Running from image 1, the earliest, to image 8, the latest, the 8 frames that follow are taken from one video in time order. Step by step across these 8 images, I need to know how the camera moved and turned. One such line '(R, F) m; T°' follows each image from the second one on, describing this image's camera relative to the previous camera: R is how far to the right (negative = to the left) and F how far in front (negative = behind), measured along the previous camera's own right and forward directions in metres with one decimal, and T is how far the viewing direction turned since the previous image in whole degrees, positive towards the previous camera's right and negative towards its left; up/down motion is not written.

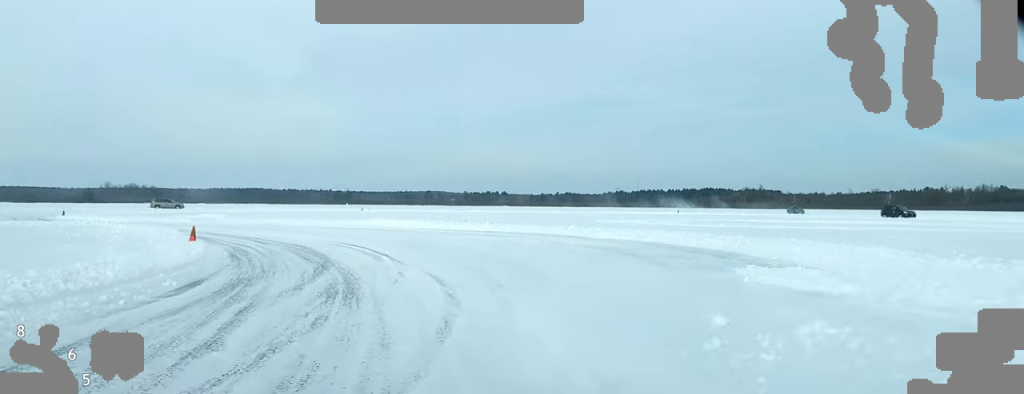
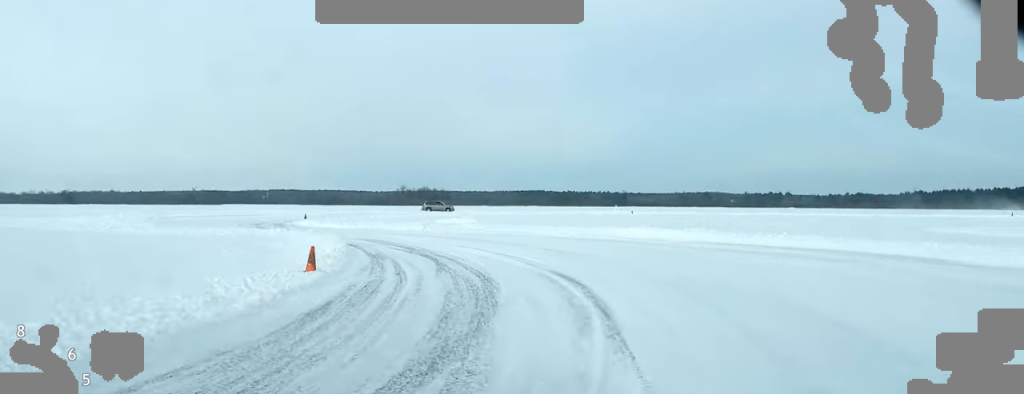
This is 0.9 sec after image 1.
(-0.7, +12.6) m; -9°
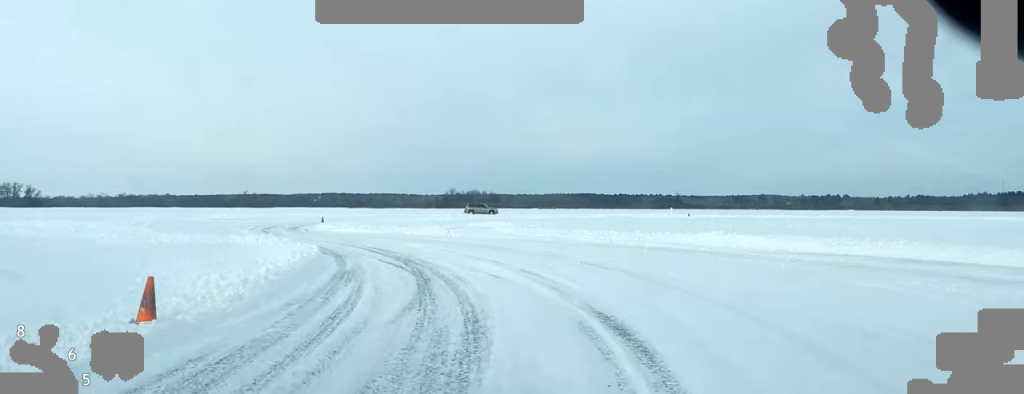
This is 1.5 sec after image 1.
(-0.4, +8.3) m; -7°
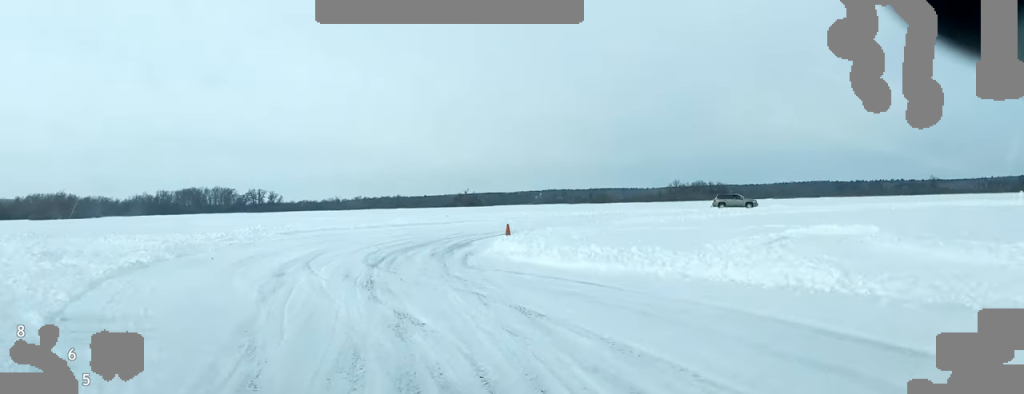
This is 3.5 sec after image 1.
(-4.8, +27.5) m; -15°
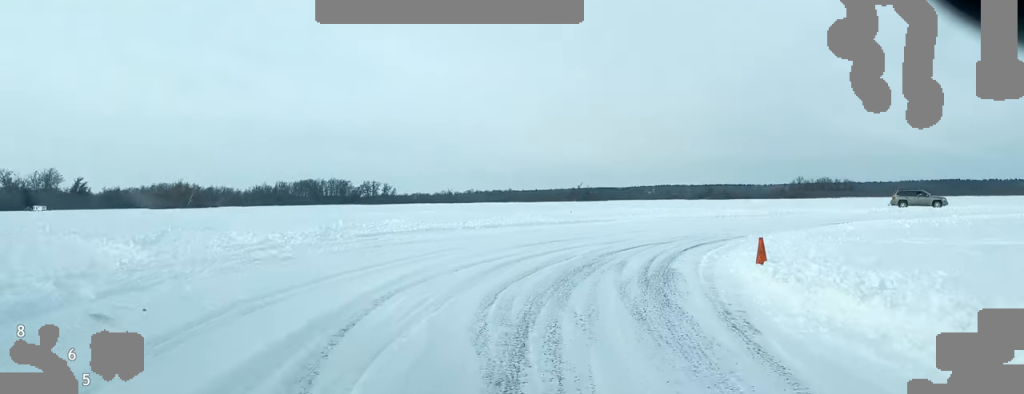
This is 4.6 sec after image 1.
(-0.3, +14.9) m; +2°
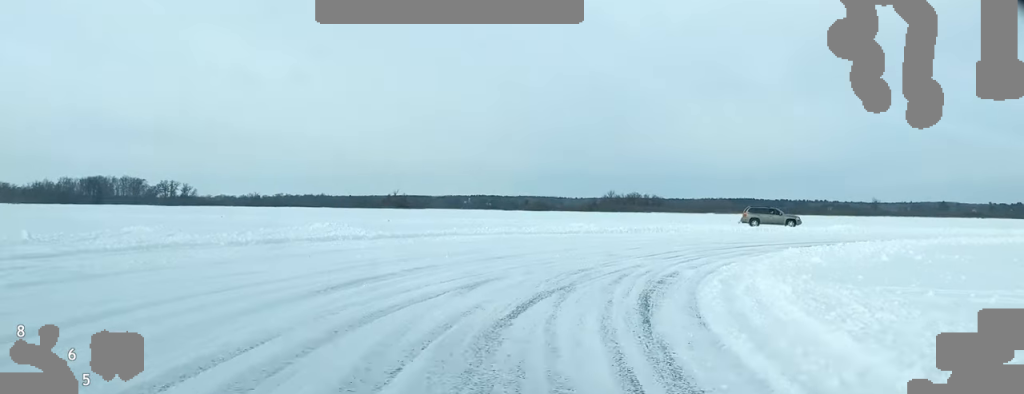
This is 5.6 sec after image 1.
(+0.9, +13.9) m; +9°
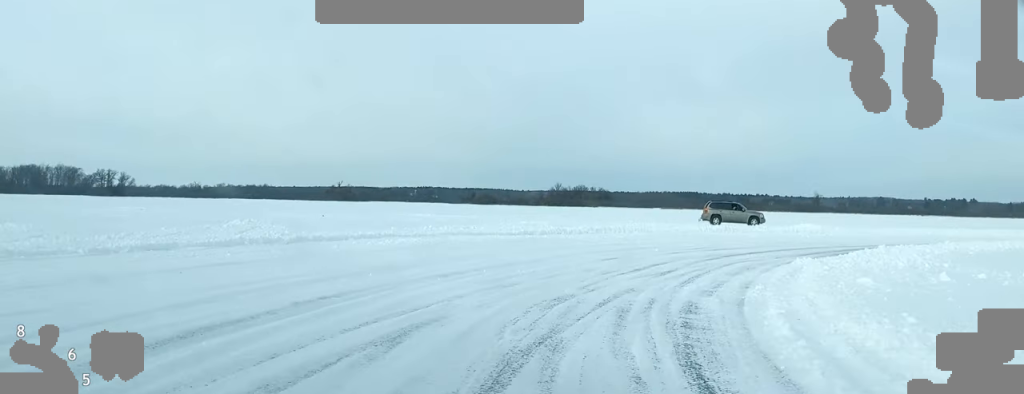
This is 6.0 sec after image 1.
(+0.6, +6.2) m; +5°
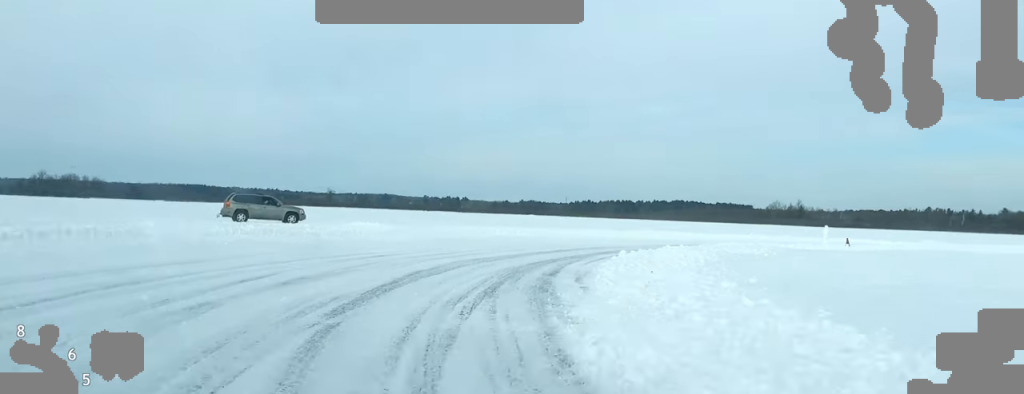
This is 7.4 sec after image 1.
(+2.7, +18.9) m; +17°
